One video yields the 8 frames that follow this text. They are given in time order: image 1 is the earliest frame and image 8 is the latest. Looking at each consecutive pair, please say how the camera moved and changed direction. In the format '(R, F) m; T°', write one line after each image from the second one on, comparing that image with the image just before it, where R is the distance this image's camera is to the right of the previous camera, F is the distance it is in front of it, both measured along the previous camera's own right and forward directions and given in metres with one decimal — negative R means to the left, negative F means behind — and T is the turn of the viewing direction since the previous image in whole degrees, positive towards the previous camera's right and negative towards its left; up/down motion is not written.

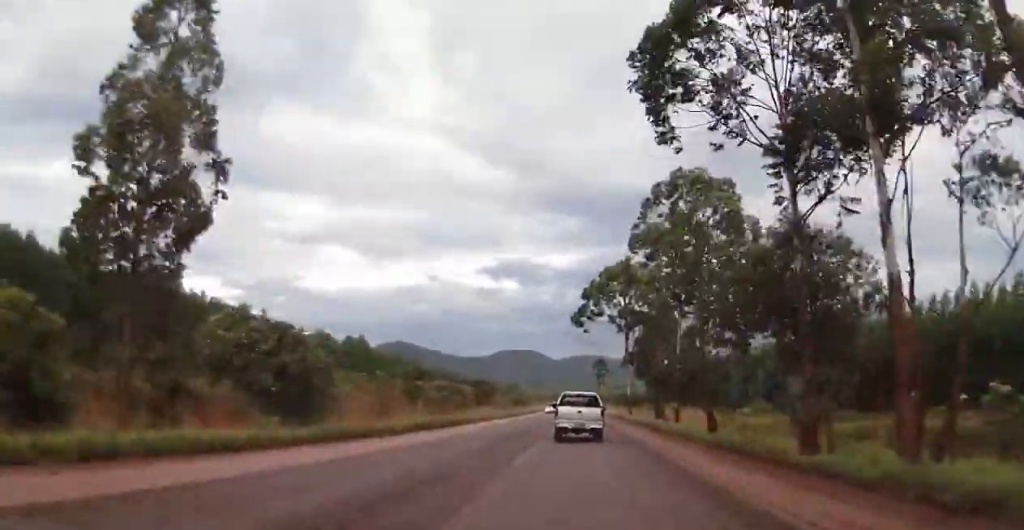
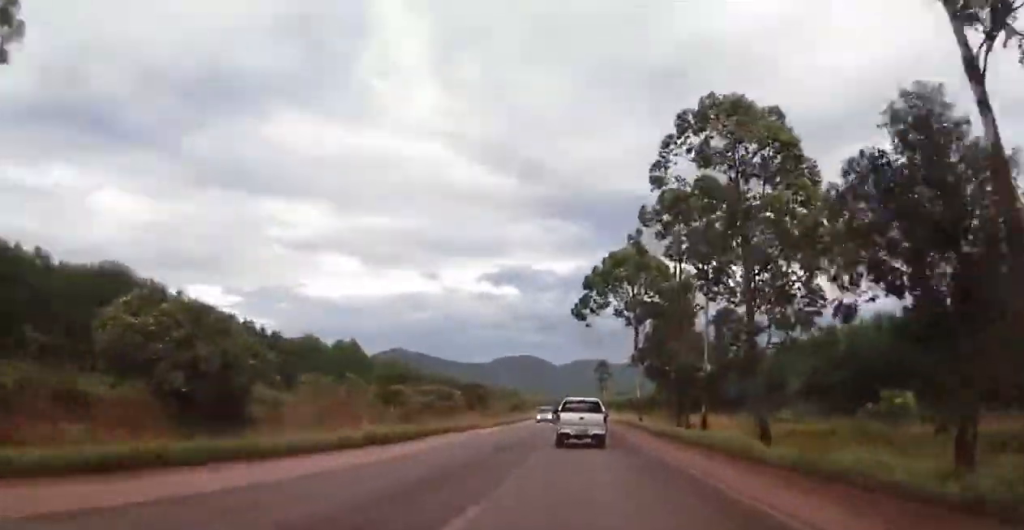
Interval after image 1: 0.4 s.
(-0.1, +9.4) m; 0°
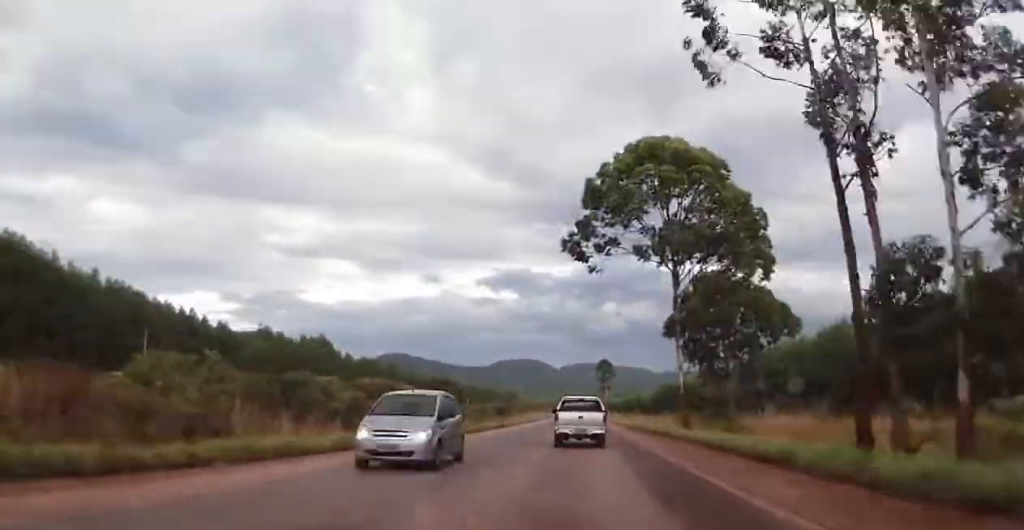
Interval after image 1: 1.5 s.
(+0.3, +25.2) m; +1°
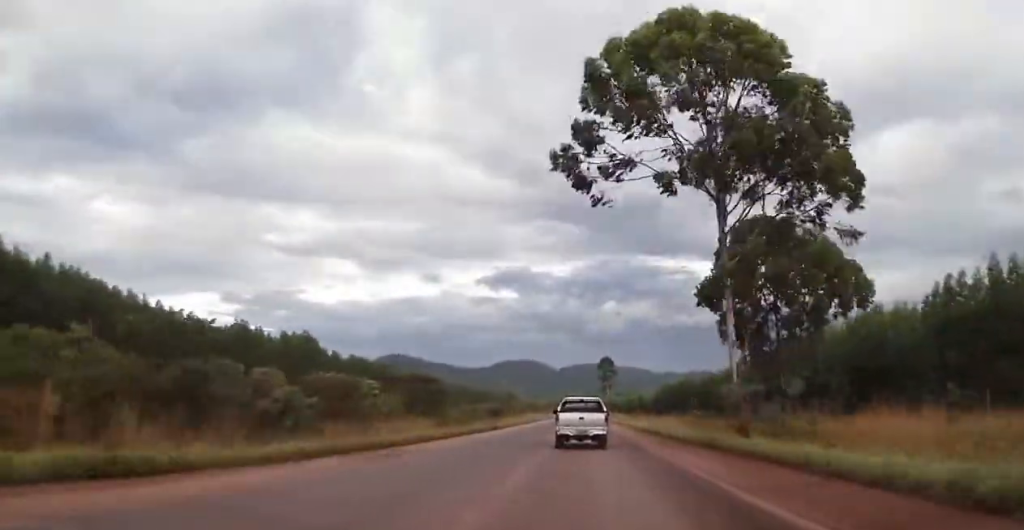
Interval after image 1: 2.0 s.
(+0.1, +11.9) m; 0°
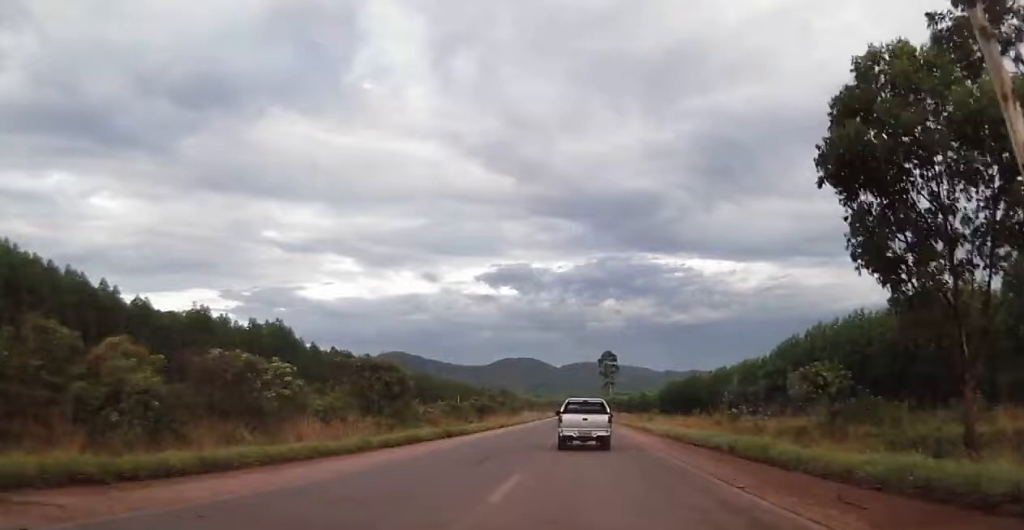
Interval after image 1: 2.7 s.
(+0.1, +16.6) m; 0°
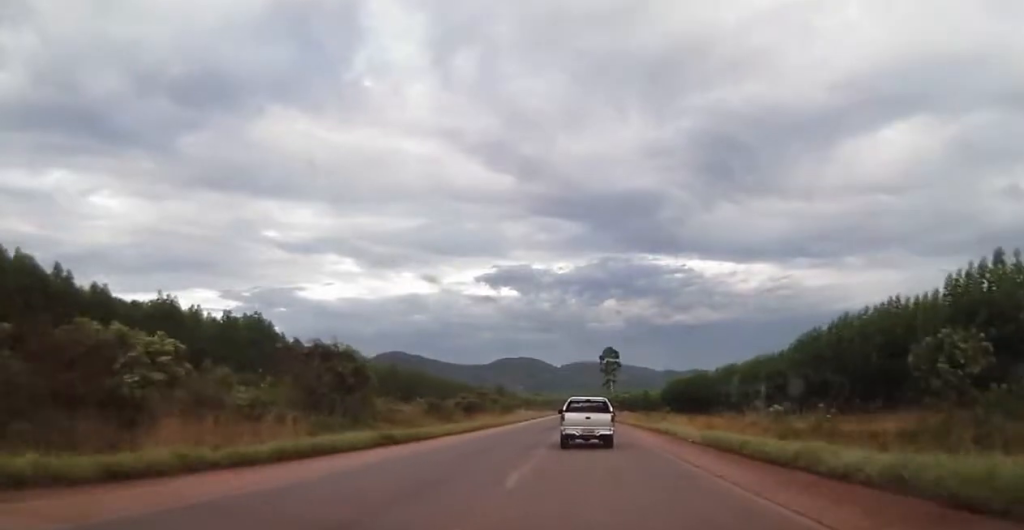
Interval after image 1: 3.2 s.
(+0.1, +11.8) m; -1°
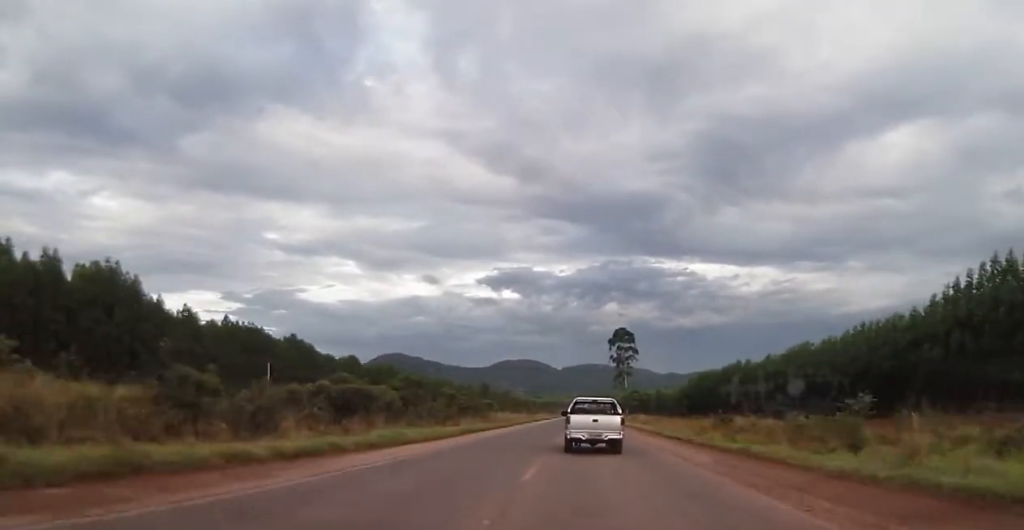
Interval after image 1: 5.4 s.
(-0.9, +52.7) m; 0°
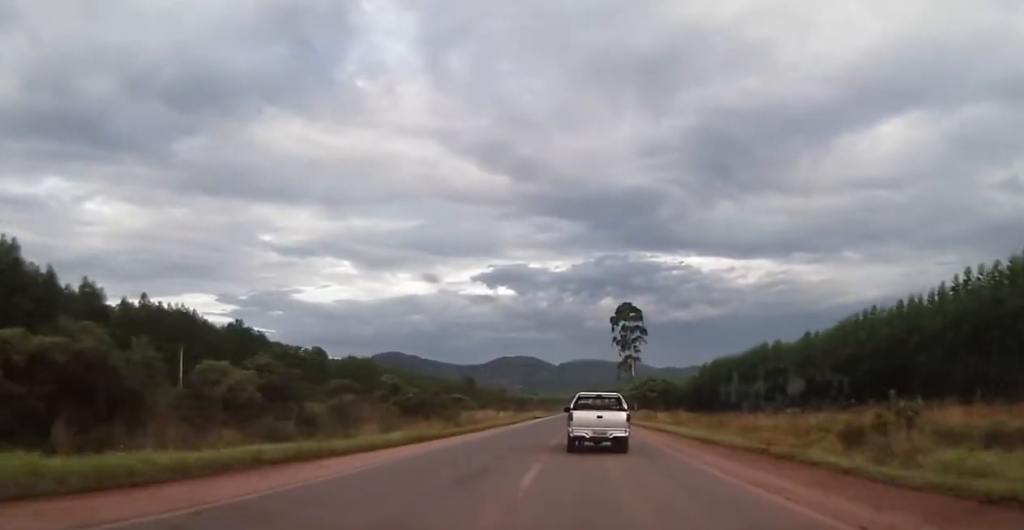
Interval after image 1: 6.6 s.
(+0.5, +28.0) m; +1°
